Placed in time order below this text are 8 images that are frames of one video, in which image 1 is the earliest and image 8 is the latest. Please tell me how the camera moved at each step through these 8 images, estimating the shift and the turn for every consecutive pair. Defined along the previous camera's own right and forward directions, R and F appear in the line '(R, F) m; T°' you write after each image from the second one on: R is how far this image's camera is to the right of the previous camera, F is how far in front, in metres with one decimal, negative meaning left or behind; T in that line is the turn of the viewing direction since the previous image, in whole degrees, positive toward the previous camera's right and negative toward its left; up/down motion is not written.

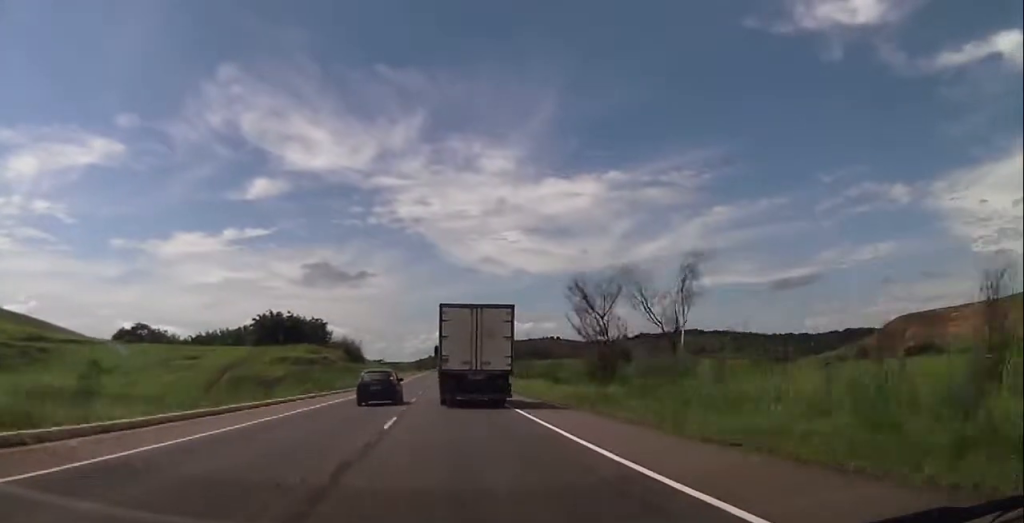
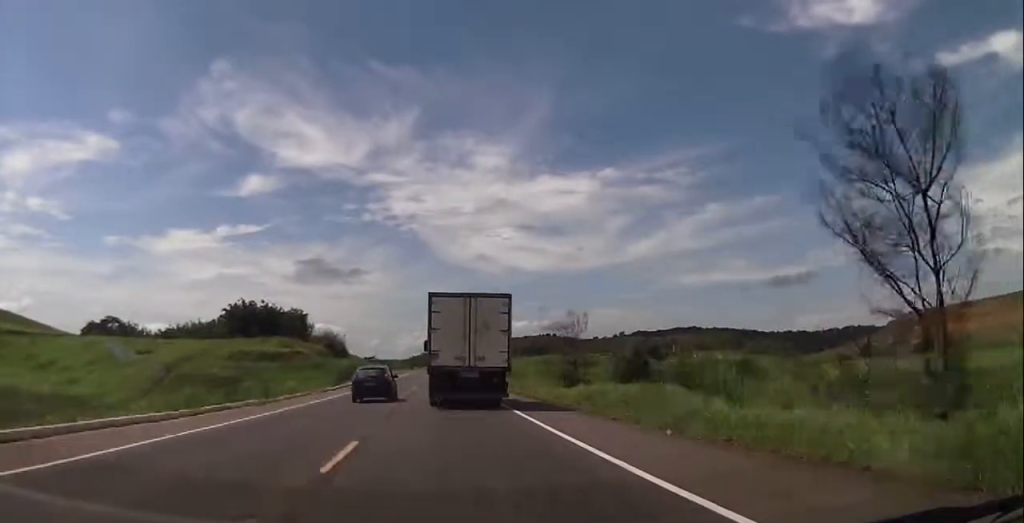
(+0.2, +25.0) m; +1°
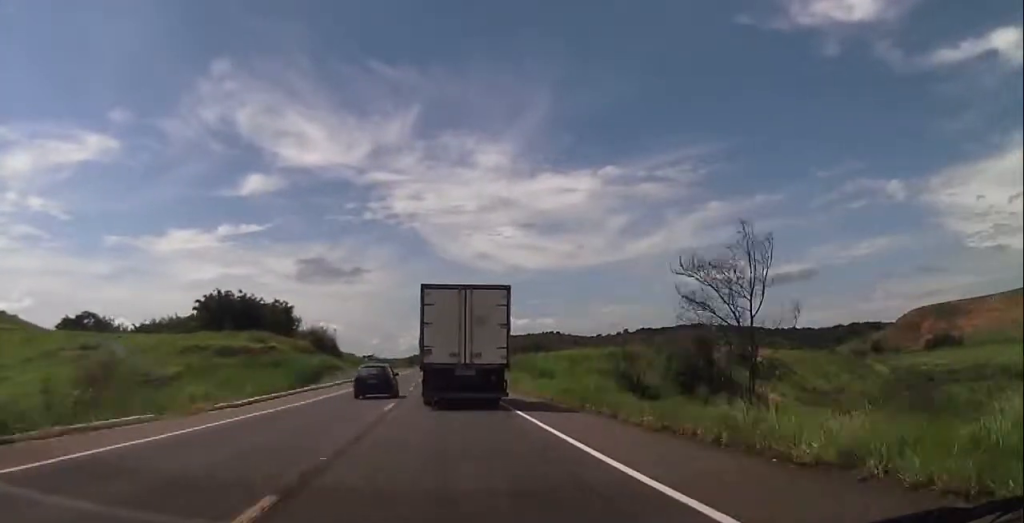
(+0.4, +22.9) m; 0°
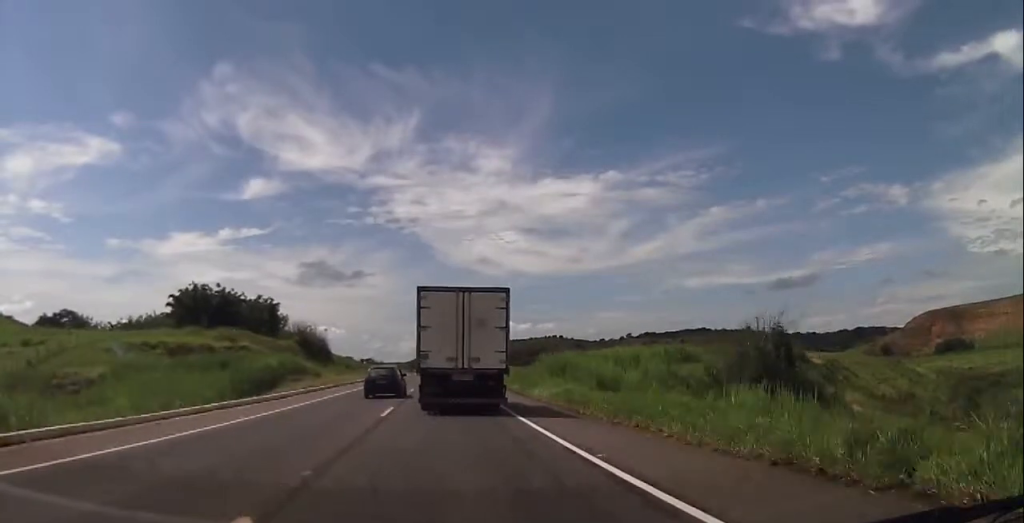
(-0.1, +18.7) m; -1°
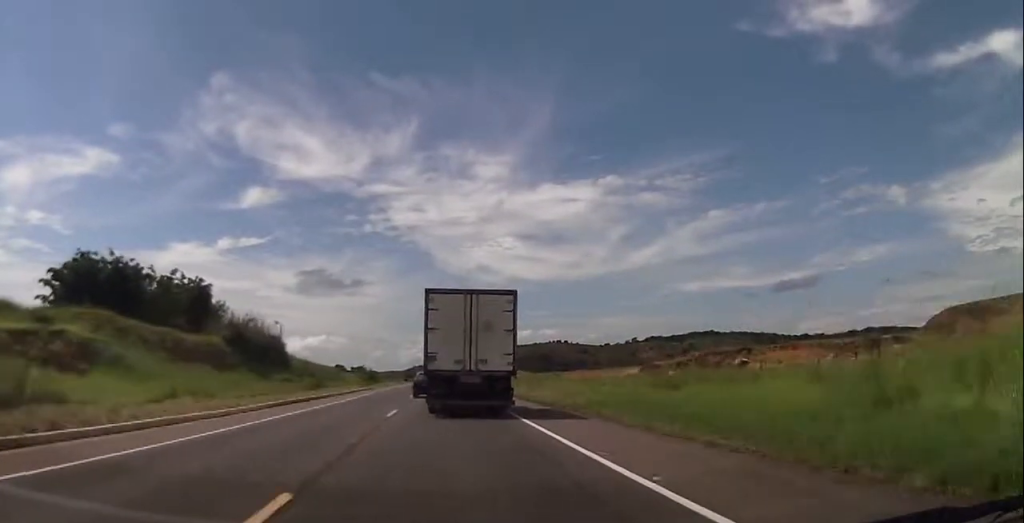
(-0.8, +52.6) m; -1°
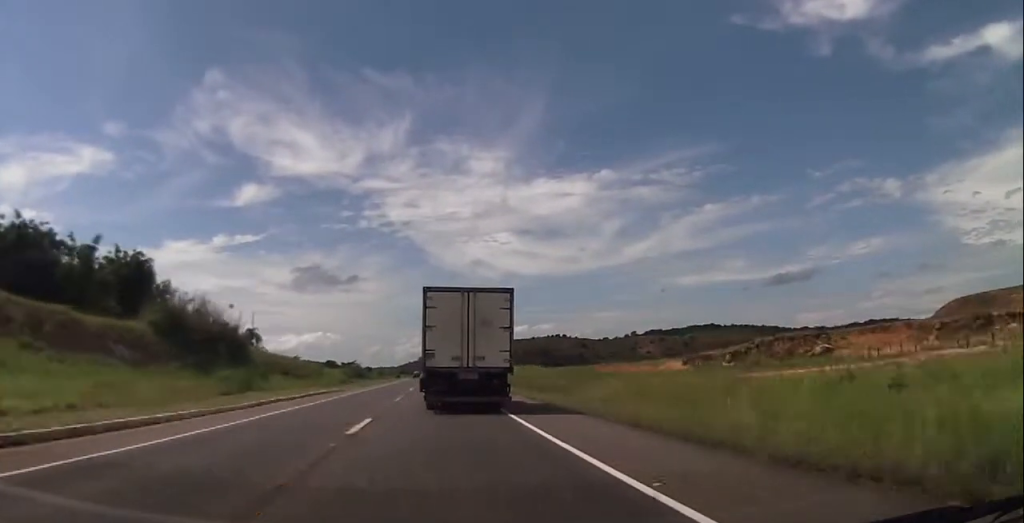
(+0.1, +24.6) m; 0°
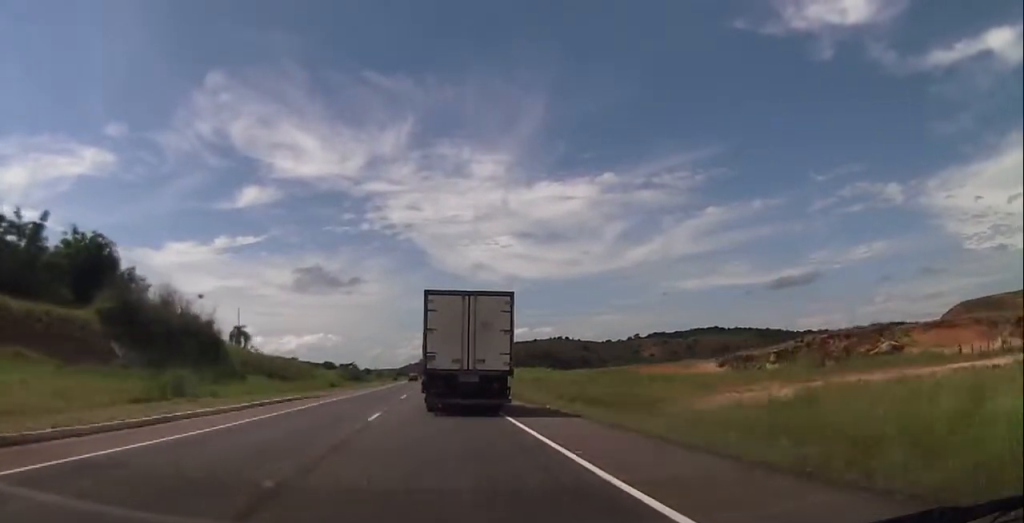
(0.0, +13.1) m; 0°
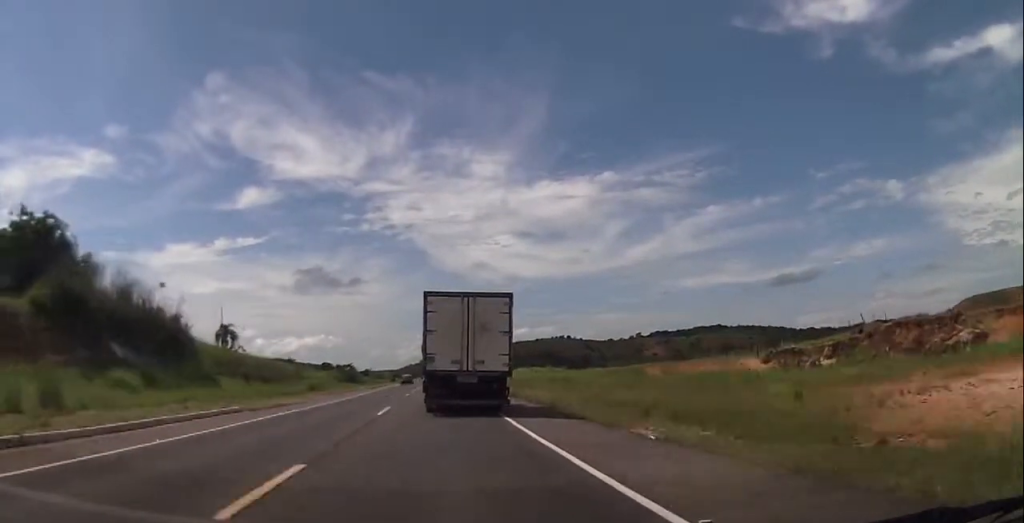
(0.0, +12.3) m; 0°
